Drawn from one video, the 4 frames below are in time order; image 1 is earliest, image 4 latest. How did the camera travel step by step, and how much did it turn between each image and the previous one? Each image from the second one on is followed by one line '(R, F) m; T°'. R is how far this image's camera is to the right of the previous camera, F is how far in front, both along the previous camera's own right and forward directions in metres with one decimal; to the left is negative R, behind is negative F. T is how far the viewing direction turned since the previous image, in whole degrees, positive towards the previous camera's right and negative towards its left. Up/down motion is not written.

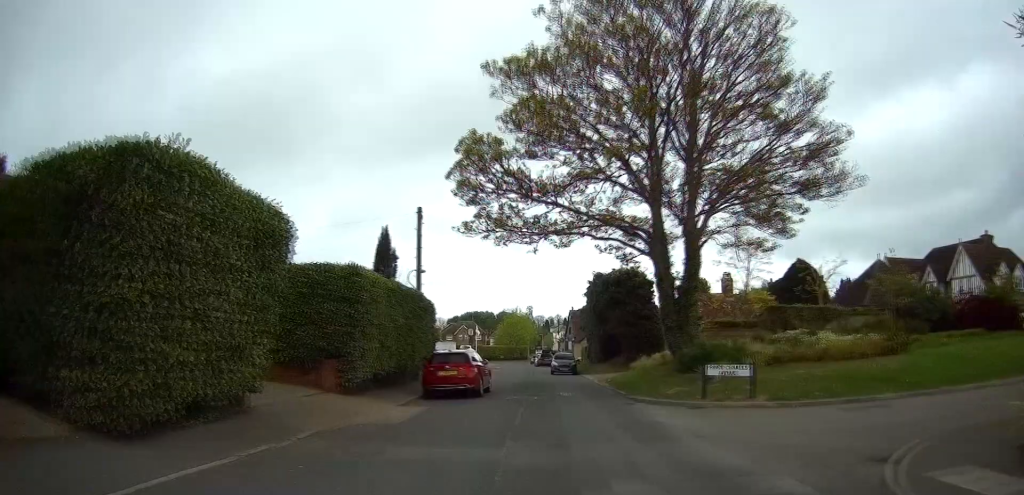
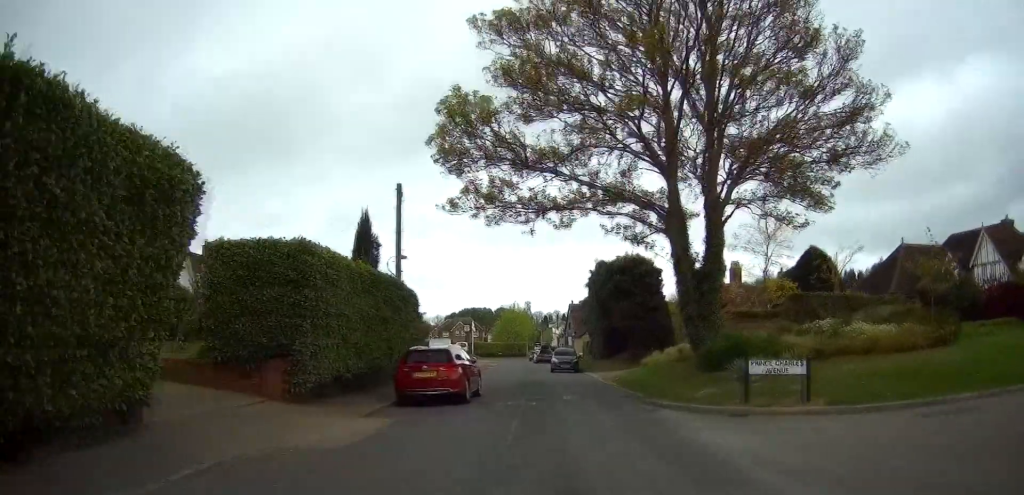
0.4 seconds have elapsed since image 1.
(0.0, +3.8) m; 0°
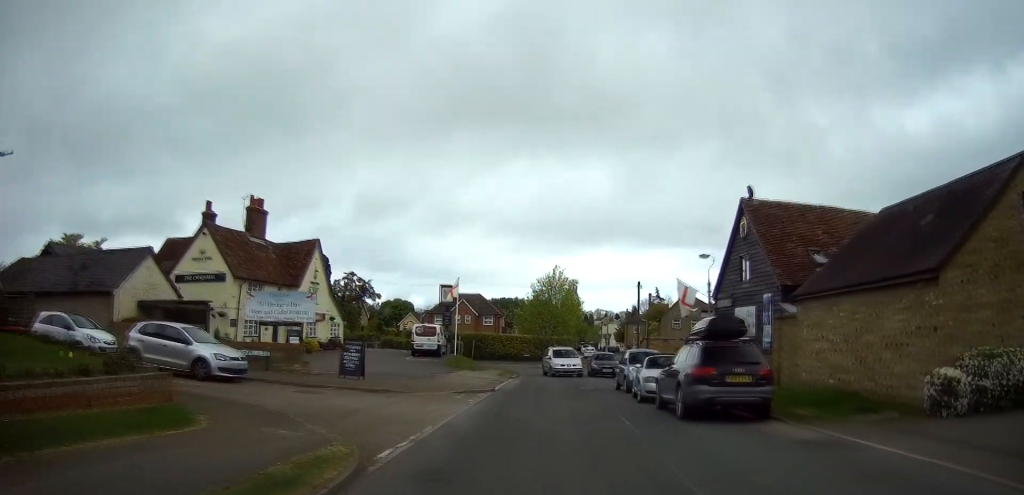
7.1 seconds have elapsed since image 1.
(-7.2, +59.6) m; -7°
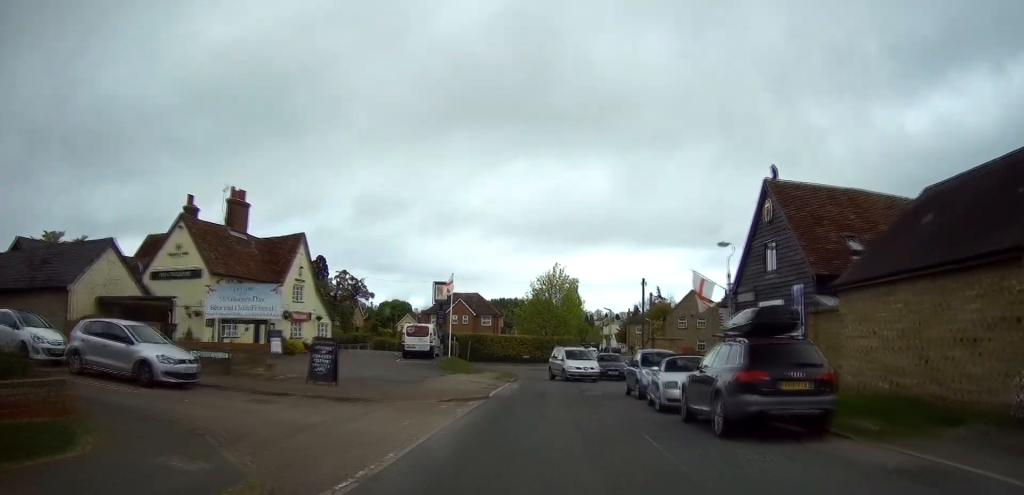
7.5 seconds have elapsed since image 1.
(0.0, +2.9) m; -1°
